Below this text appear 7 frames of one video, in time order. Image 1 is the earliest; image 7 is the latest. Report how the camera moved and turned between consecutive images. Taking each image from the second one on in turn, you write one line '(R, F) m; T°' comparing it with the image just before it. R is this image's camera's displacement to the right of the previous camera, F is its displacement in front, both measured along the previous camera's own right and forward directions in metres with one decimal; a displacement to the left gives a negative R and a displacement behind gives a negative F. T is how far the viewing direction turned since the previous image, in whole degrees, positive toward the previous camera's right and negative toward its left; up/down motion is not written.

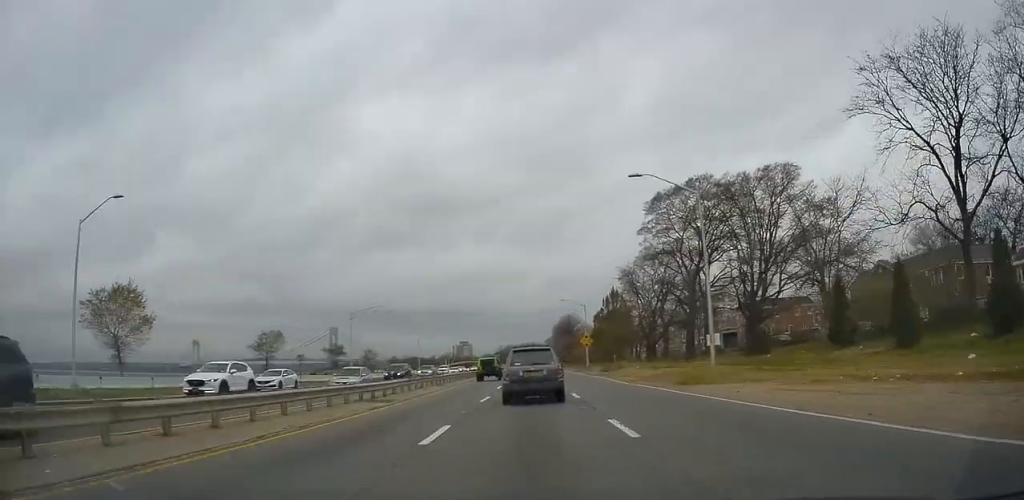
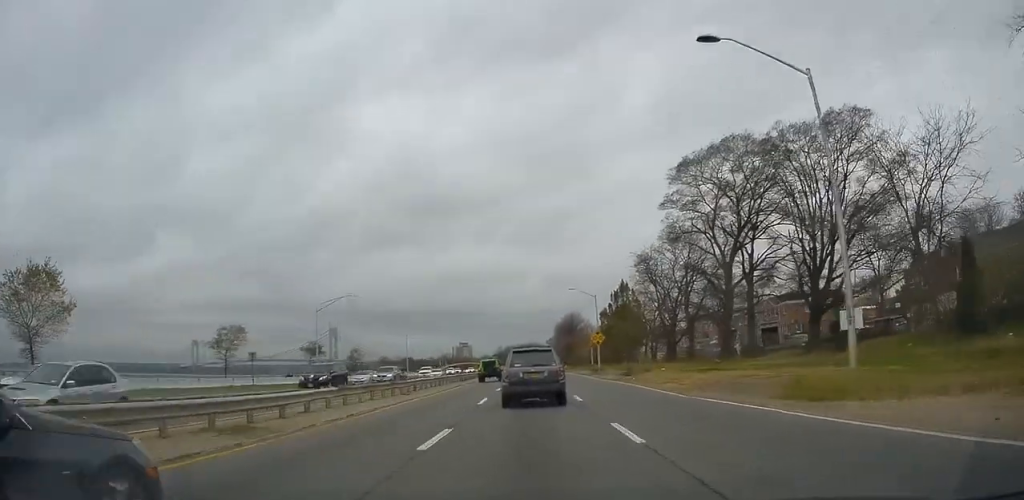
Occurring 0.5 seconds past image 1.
(+0.1, +11.6) m; 0°
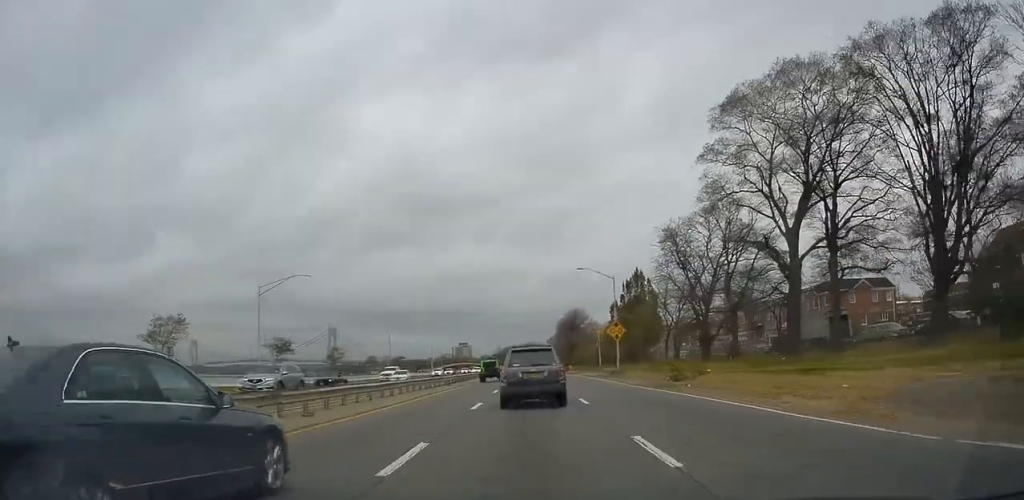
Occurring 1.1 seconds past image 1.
(+0.3, +13.6) m; 0°
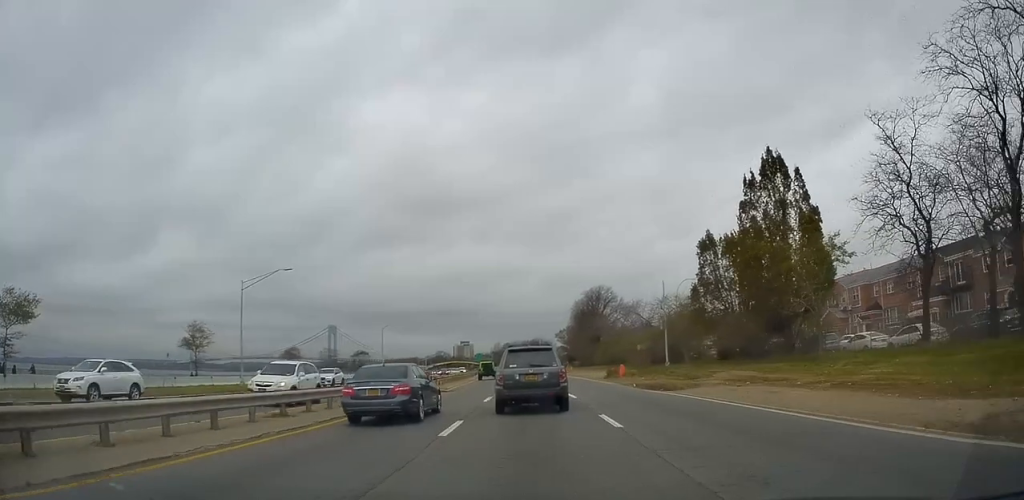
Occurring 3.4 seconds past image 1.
(-0.7, +52.7) m; 0°
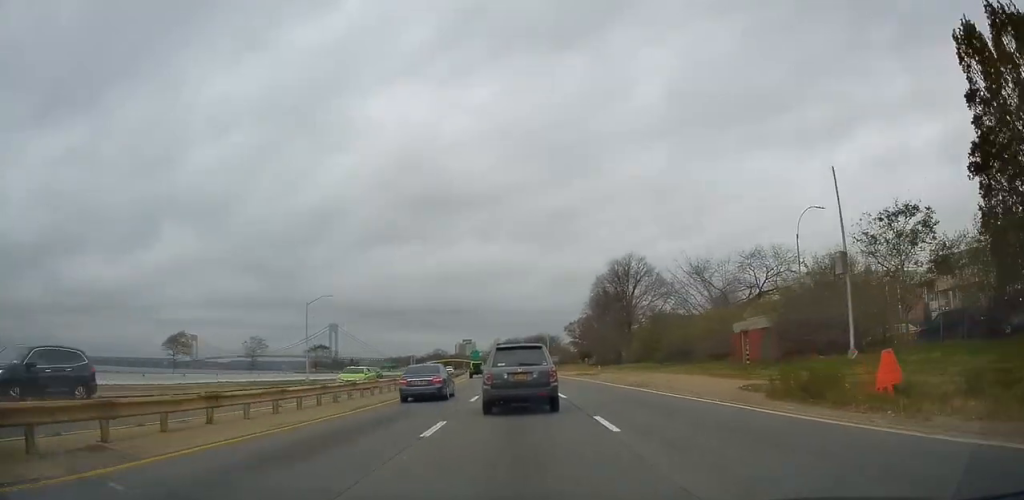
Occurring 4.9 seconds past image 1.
(-0.2, +34.3) m; -1°
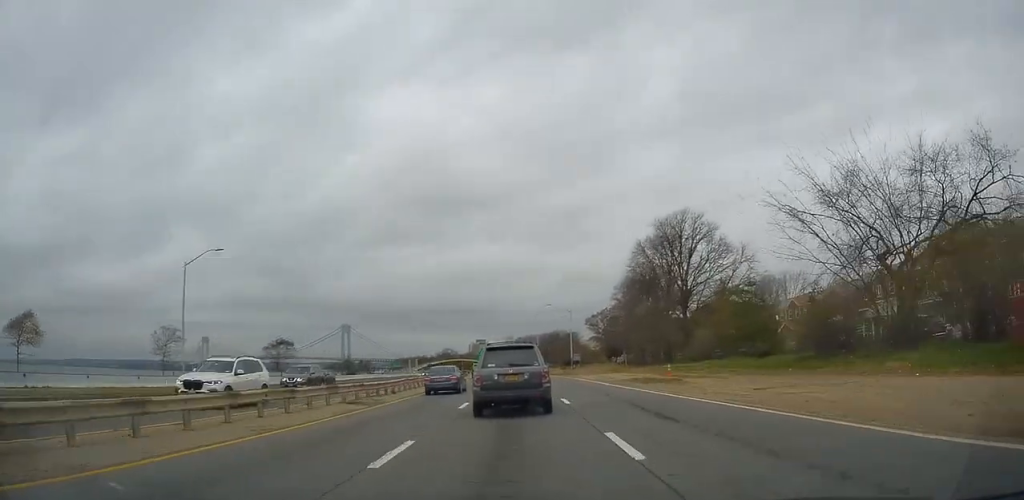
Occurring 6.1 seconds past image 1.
(+0.1, +26.2) m; +2°
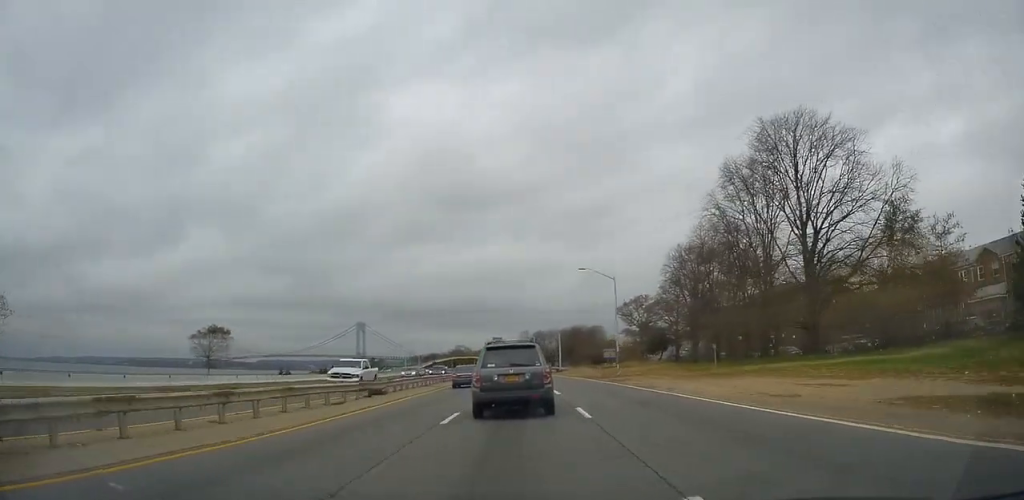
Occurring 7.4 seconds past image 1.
(+0.1, +27.6) m; -2°
